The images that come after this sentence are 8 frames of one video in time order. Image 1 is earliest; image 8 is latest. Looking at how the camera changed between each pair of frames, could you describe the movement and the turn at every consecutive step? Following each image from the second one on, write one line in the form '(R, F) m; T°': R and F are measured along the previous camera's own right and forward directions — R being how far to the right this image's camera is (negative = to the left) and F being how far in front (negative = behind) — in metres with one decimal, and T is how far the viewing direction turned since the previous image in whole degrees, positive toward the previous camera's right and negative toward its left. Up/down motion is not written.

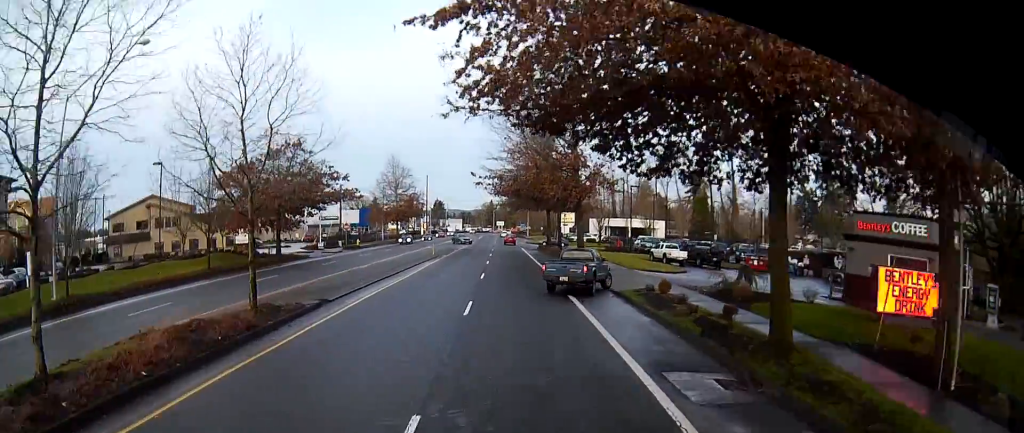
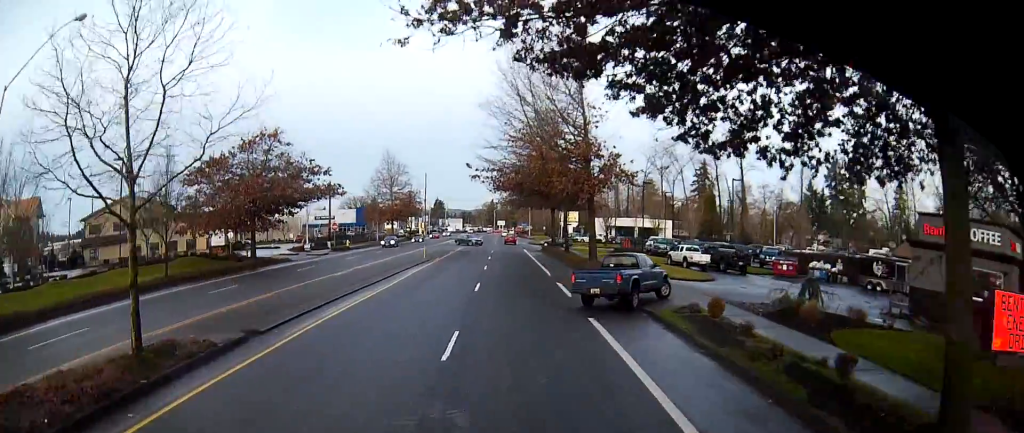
(0.0, +5.8) m; 0°
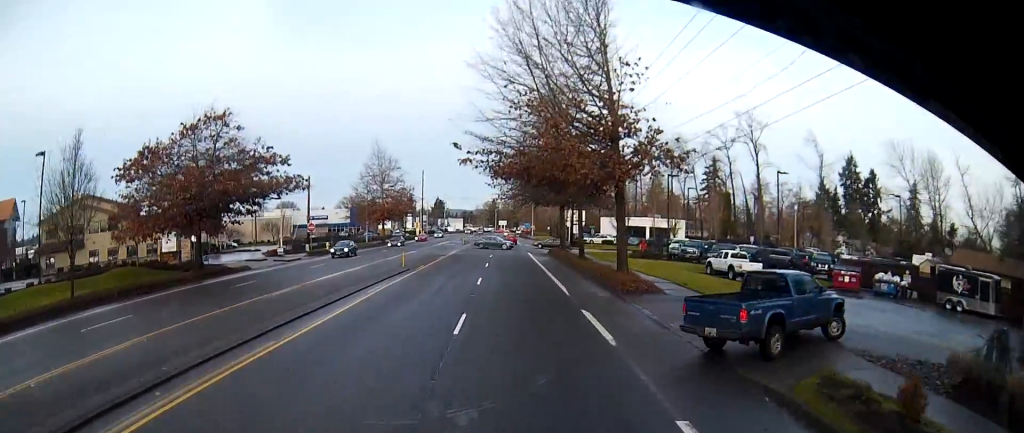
(-0.1, +9.4) m; 0°
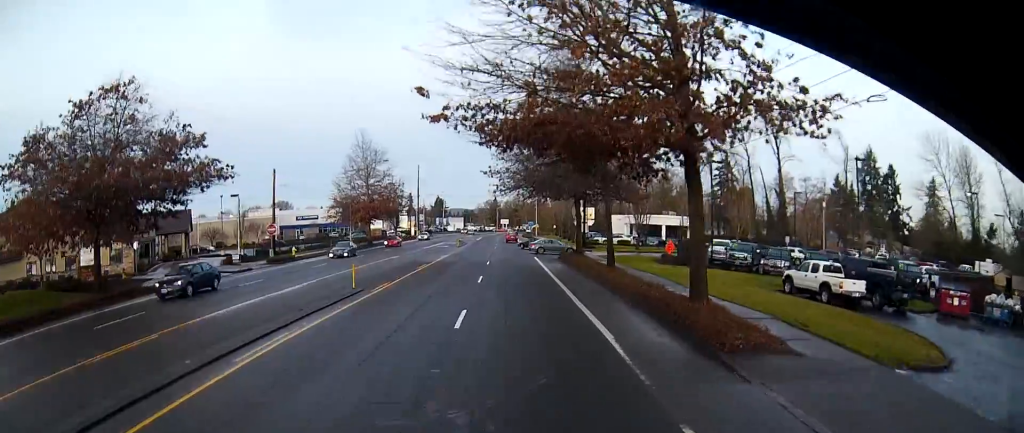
(0.0, +11.4) m; 0°
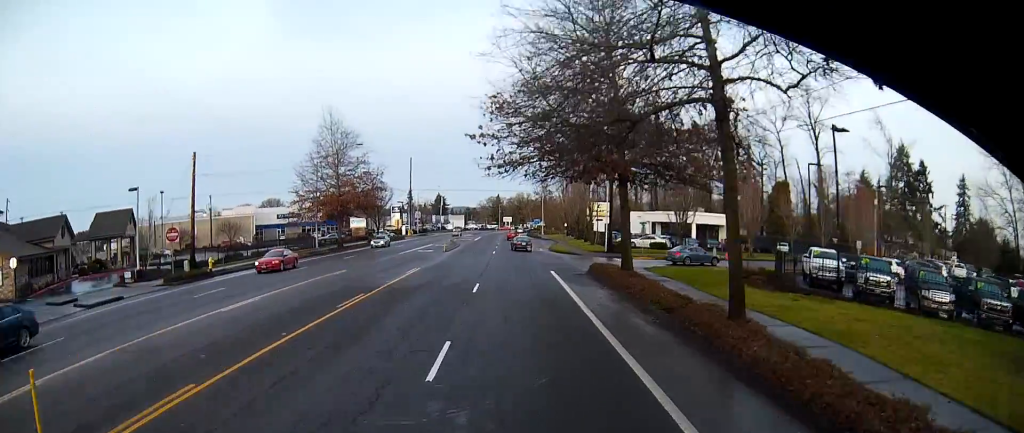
(0.0, +16.7) m; -1°
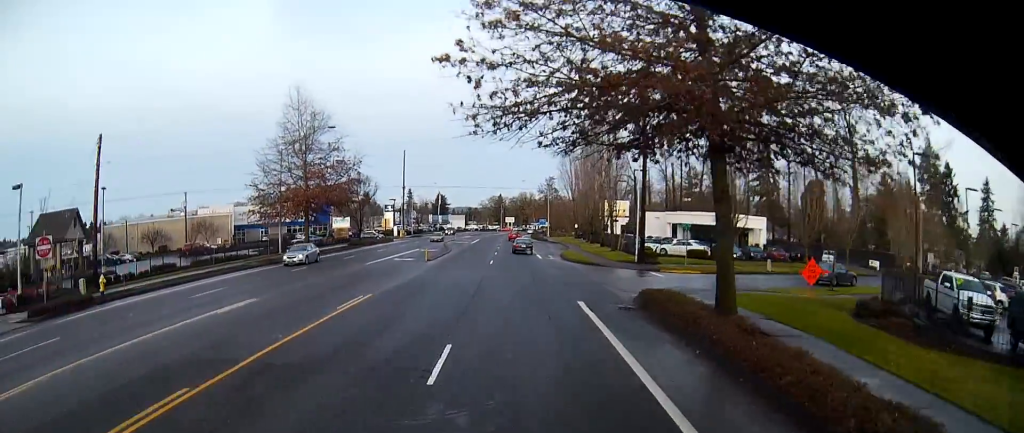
(-0.2, +12.0) m; 0°
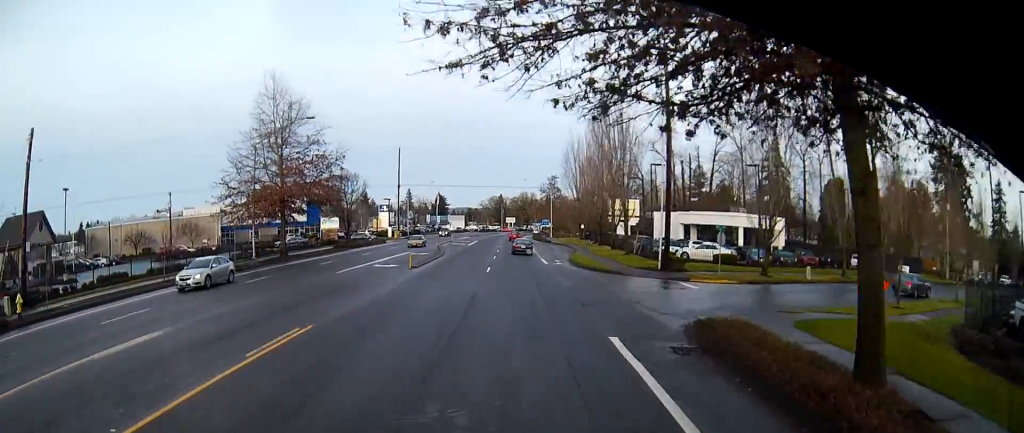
(0.0, +6.3) m; 0°
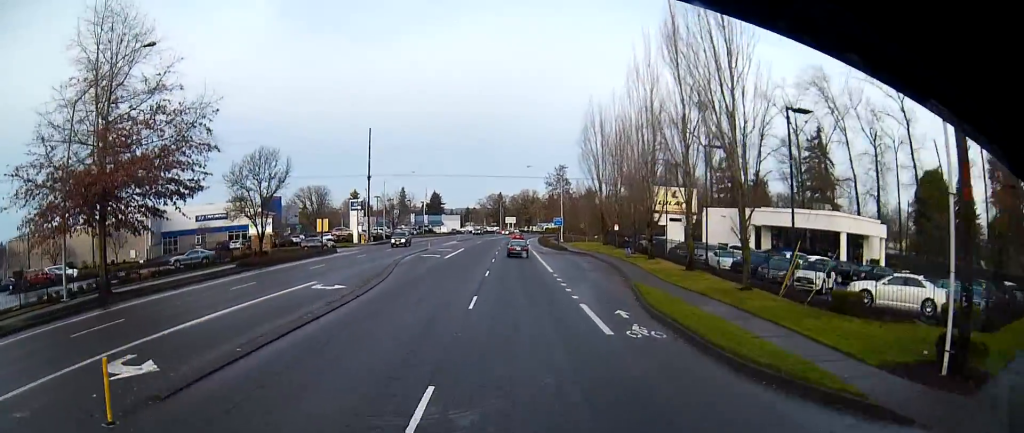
(-0.3, +24.9) m; 0°
